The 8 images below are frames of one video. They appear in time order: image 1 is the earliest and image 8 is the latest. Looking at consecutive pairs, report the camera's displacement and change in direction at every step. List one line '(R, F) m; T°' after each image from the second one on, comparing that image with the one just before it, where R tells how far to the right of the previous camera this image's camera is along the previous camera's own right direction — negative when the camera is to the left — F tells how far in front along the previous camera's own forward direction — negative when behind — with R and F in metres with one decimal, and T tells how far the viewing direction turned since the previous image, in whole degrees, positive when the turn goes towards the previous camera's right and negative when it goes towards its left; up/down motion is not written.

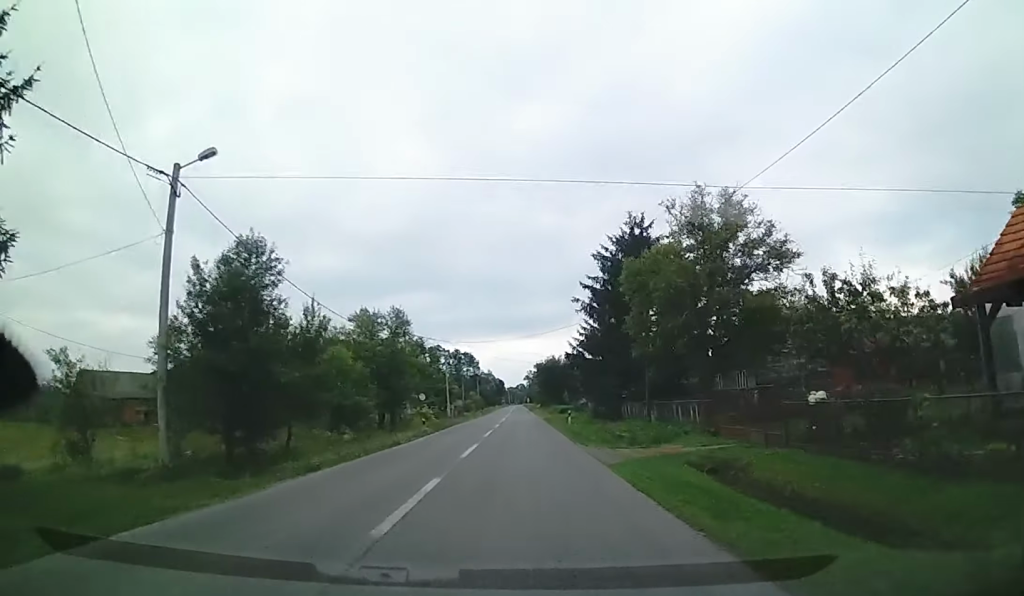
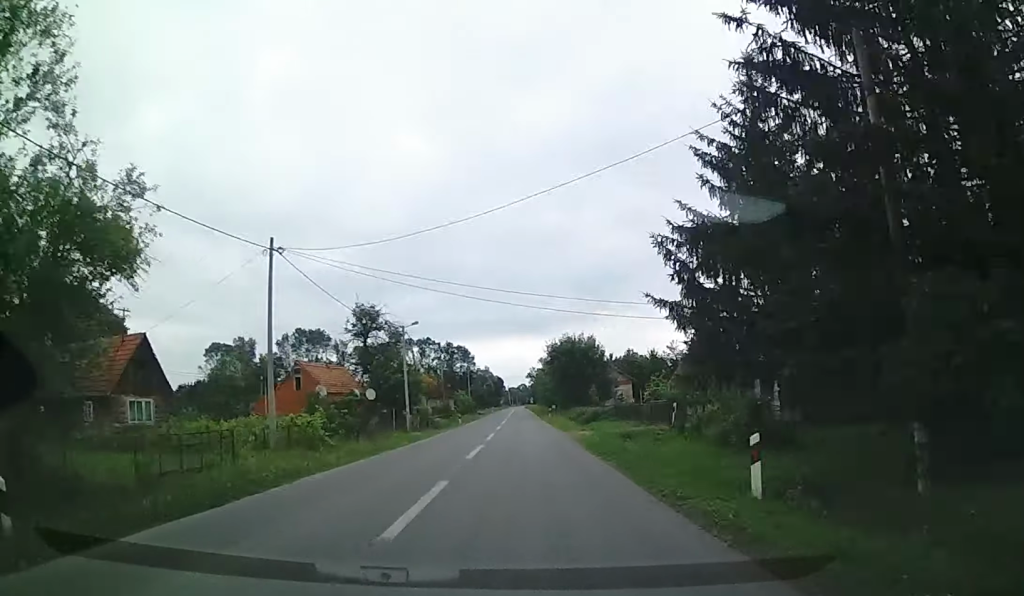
(+0.6, +31.5) m; 0°
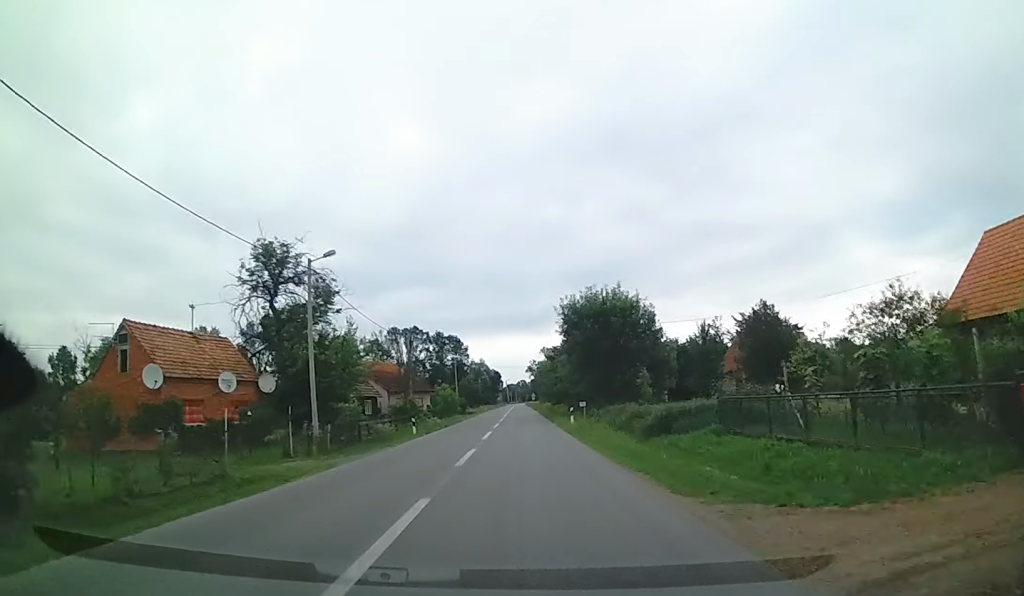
(-0.6, +24.0) m; -1°
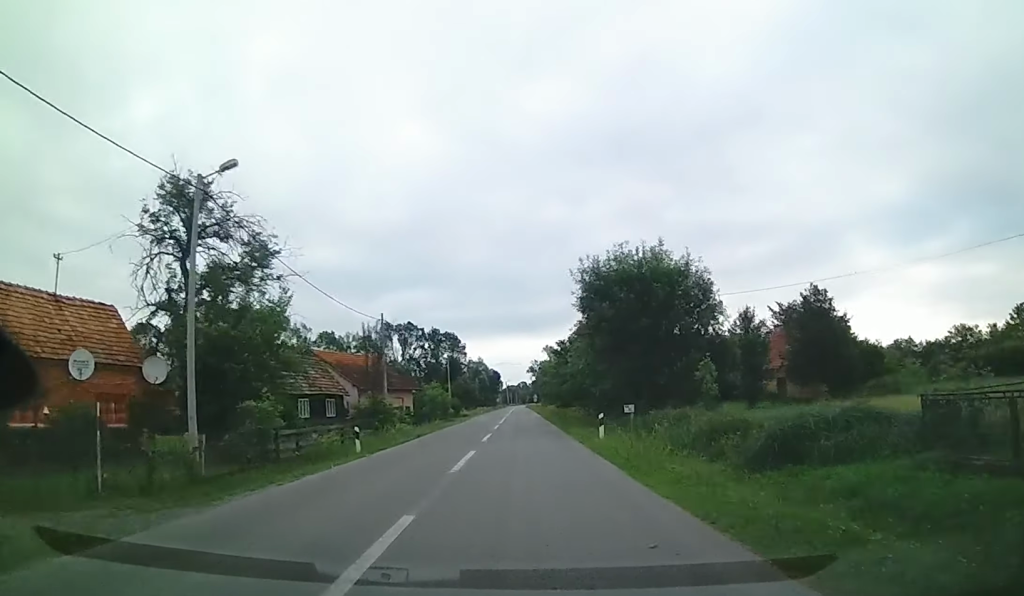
(+0.1, +11.4) m; 0°
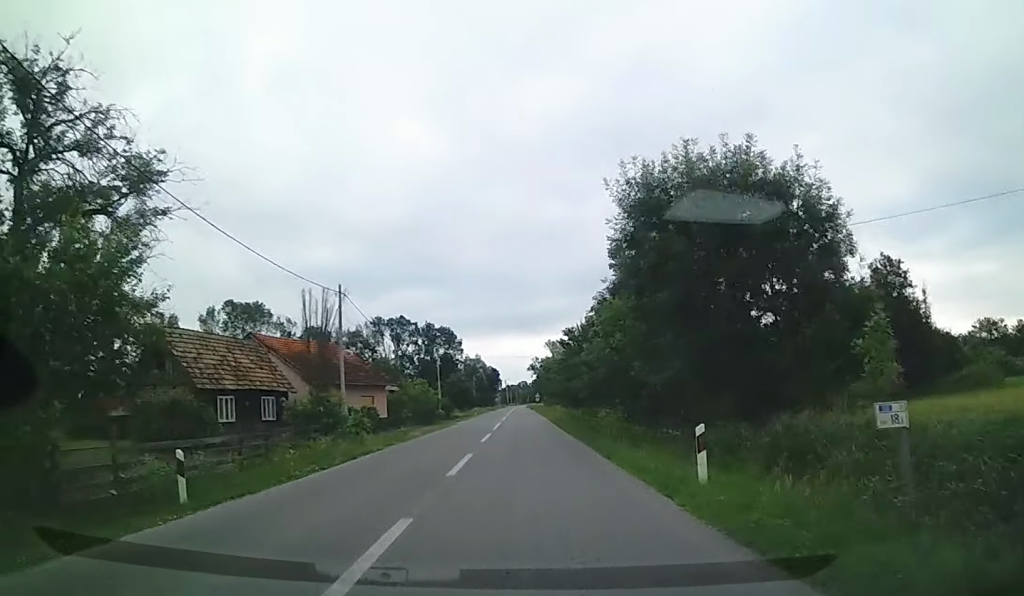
(0.0, +11.4) m; 0°
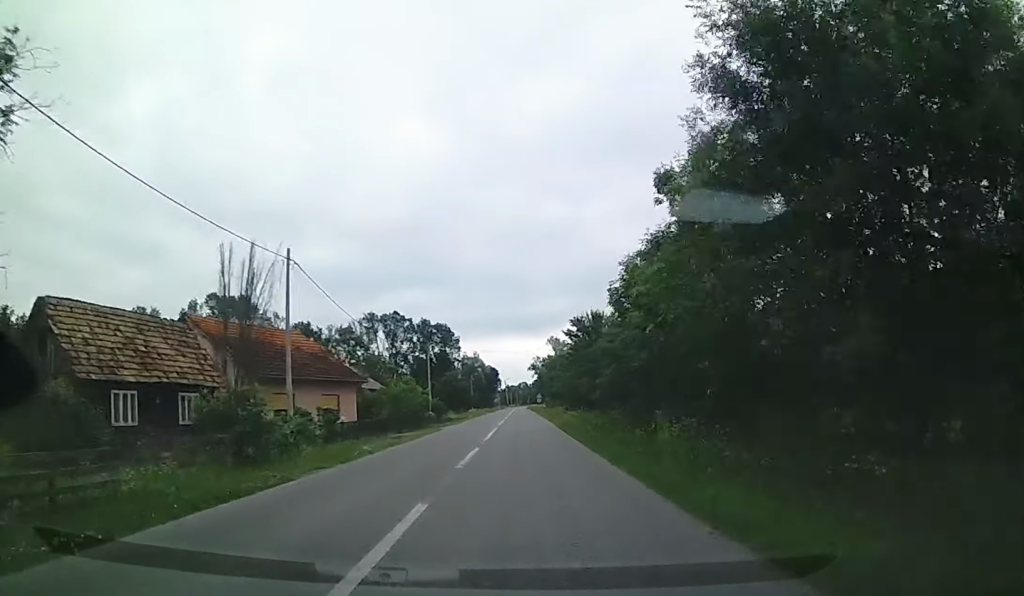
(0.0, +8.6) m; 0°
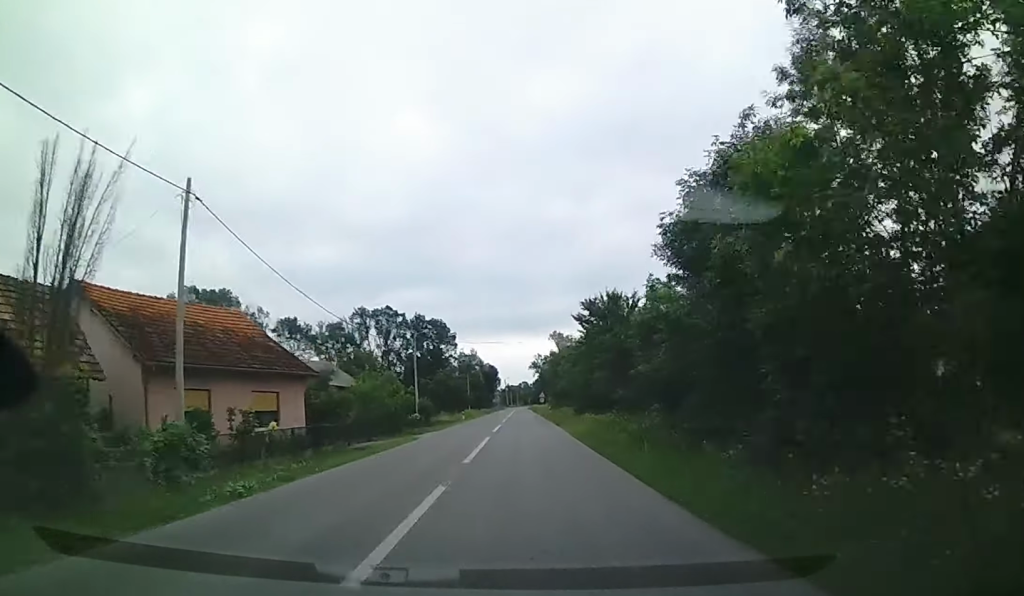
(-0.1, +9.3) m; 0°
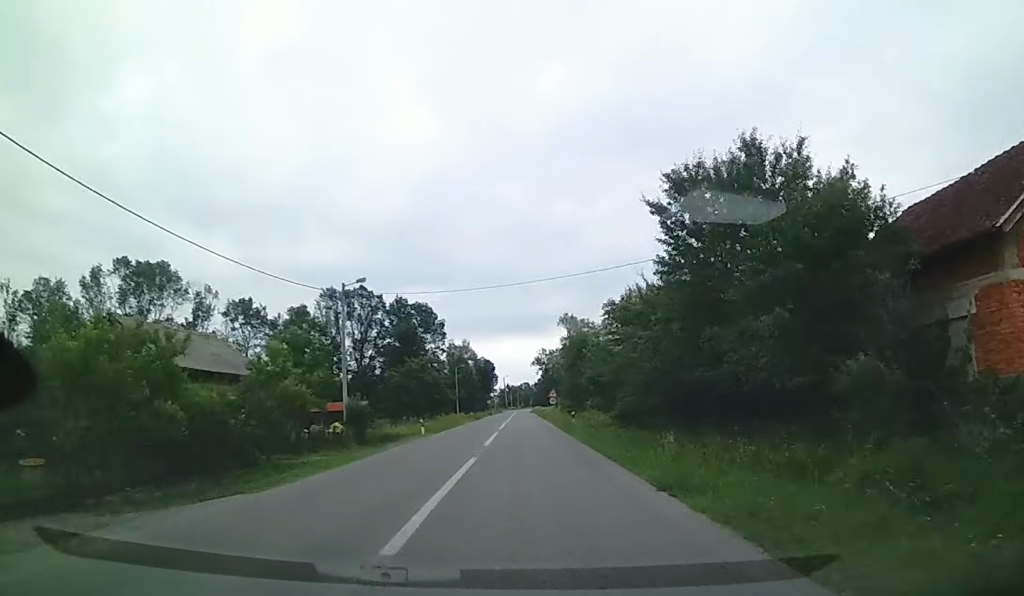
(+0.1, +25.1) m; -1°
